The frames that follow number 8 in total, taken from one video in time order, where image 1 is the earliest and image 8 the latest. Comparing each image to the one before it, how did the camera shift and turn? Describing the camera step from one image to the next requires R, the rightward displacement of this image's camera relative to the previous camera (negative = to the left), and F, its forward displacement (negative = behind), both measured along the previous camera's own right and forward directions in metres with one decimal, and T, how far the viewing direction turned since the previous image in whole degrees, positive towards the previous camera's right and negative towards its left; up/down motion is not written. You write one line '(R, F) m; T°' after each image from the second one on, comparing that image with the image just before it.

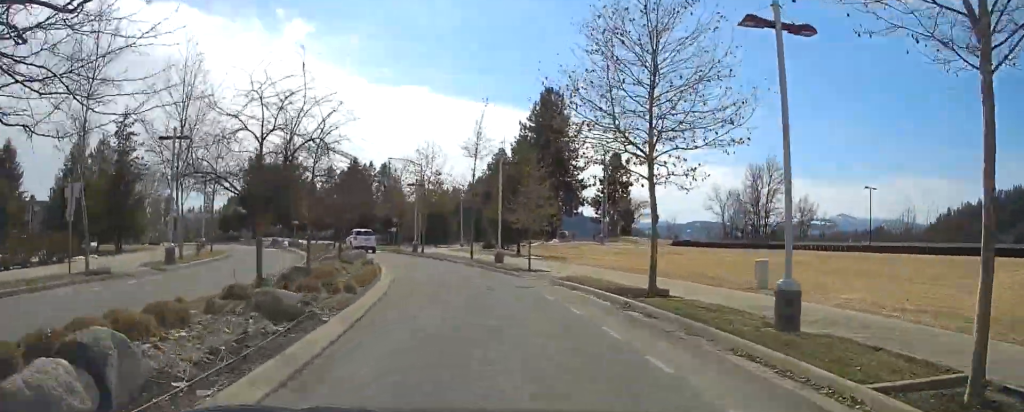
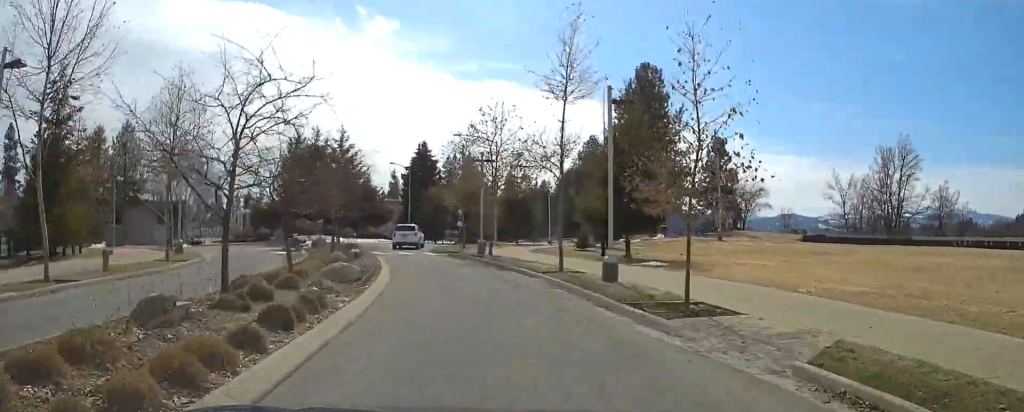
(-1.2, +14.3) m; -11°
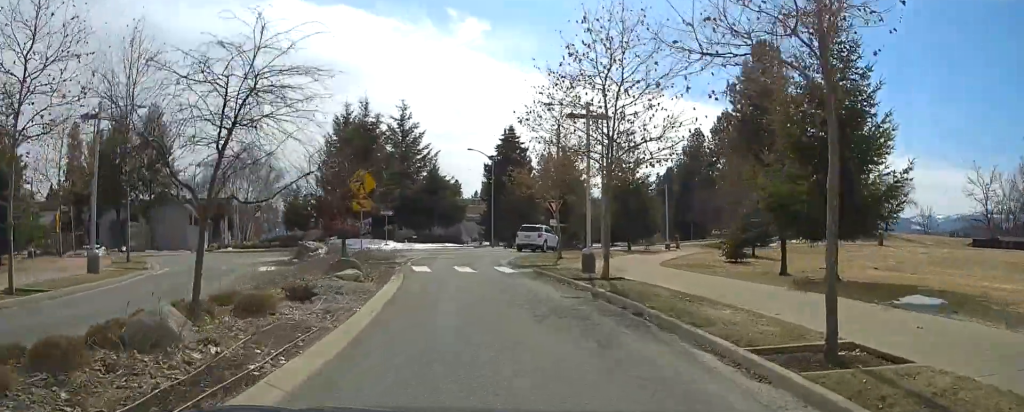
(-1.3, +13.6) m; -8°
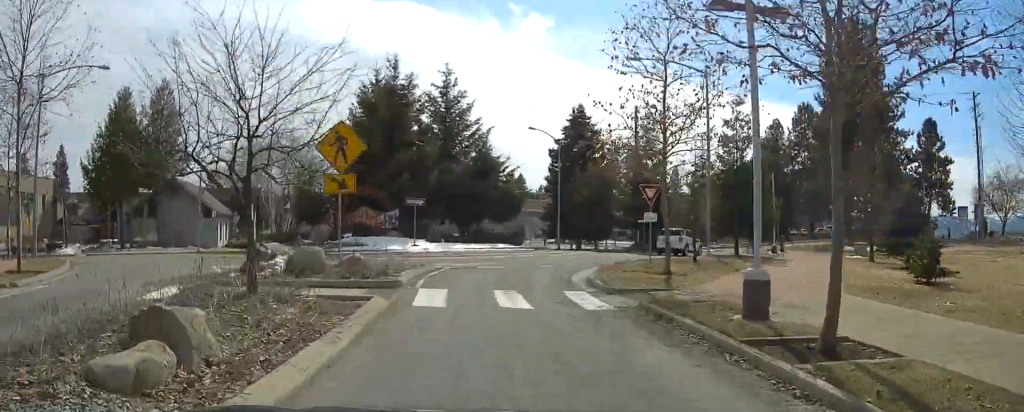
(-0.9, +10.7) m; 0°
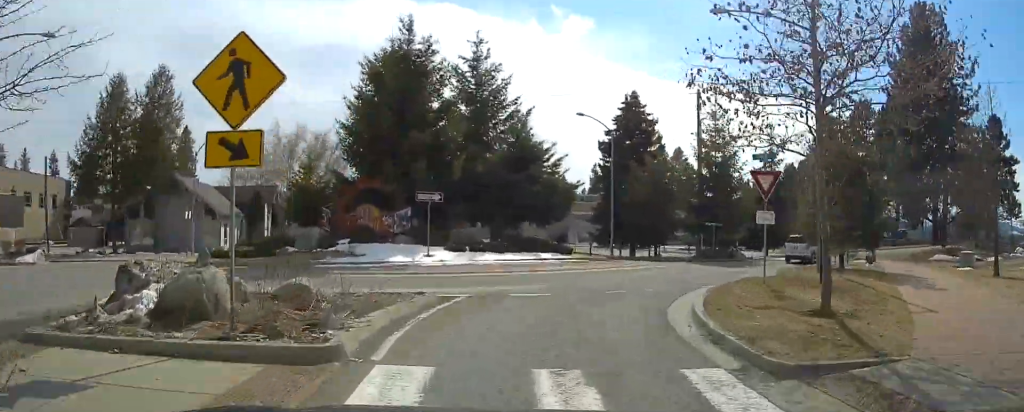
(+0.5, +7.5) m; +7°
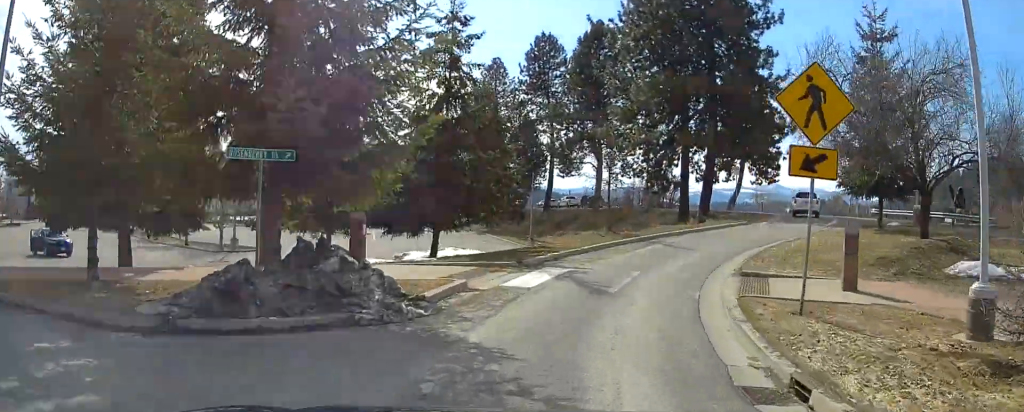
(+7.4, +31.4) m; +32°
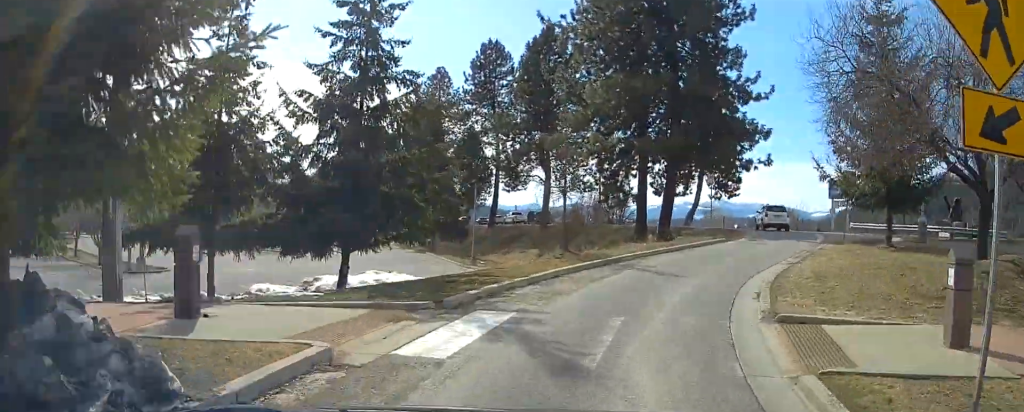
(+0.7, +5.5) m; +7°
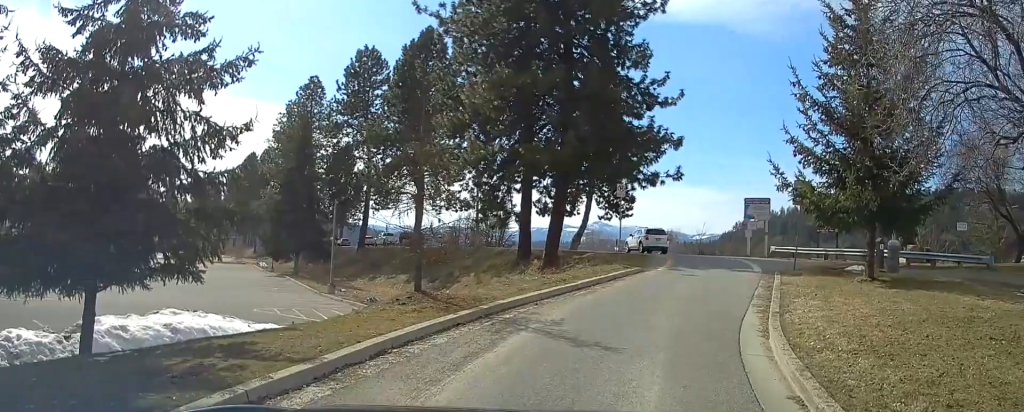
(+0.6, +7.1) m; +7°
